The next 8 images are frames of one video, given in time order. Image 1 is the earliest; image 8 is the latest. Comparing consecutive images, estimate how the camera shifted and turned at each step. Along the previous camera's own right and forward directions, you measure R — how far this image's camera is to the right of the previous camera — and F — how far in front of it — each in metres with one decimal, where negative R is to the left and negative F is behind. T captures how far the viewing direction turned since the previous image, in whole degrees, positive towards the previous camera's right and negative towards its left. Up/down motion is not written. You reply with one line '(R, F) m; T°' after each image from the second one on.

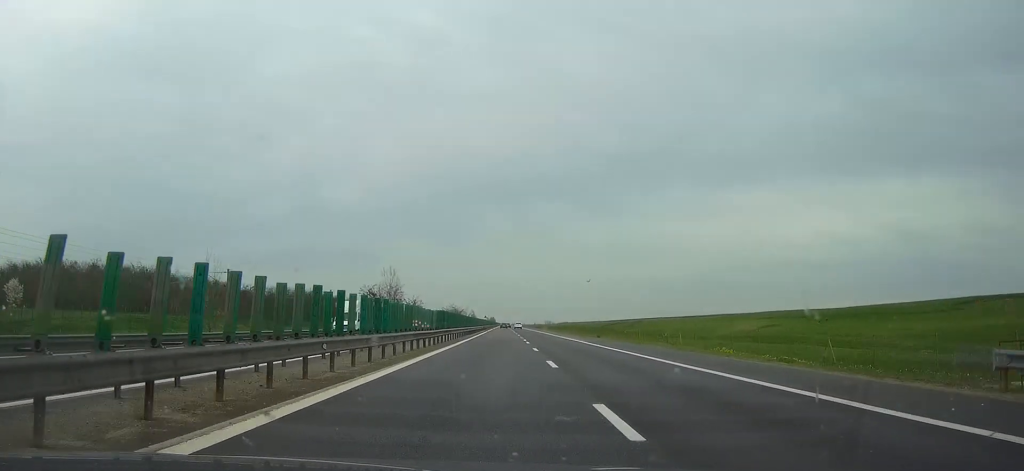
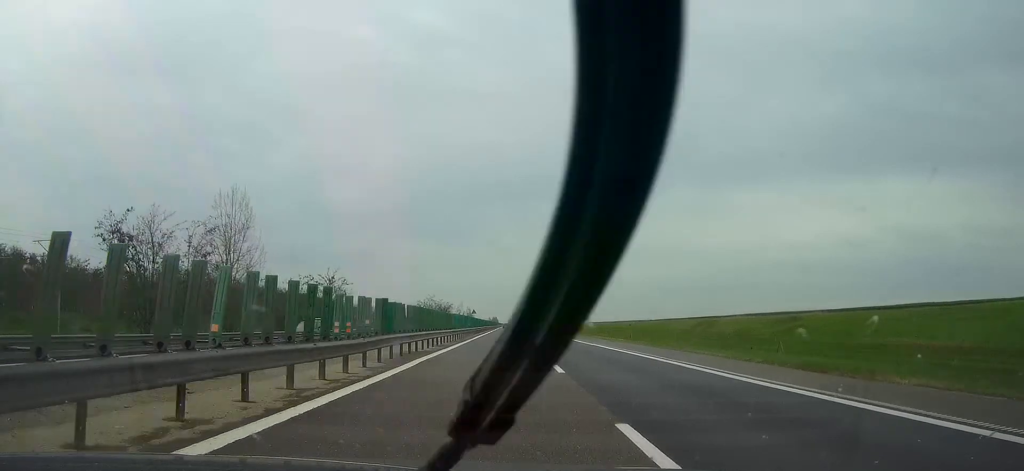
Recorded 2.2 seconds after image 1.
(+0.1, +89.6) m; 0°
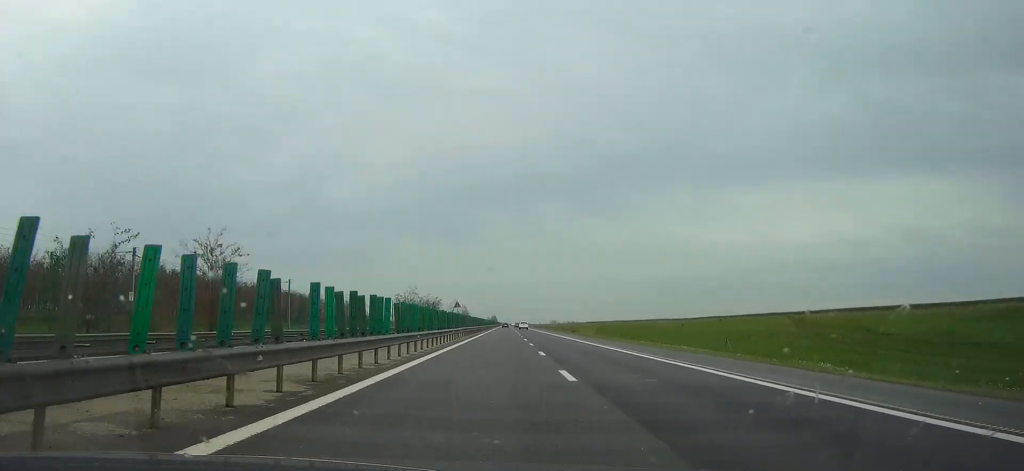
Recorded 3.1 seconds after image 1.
(0.0, +38.7) m; 0°
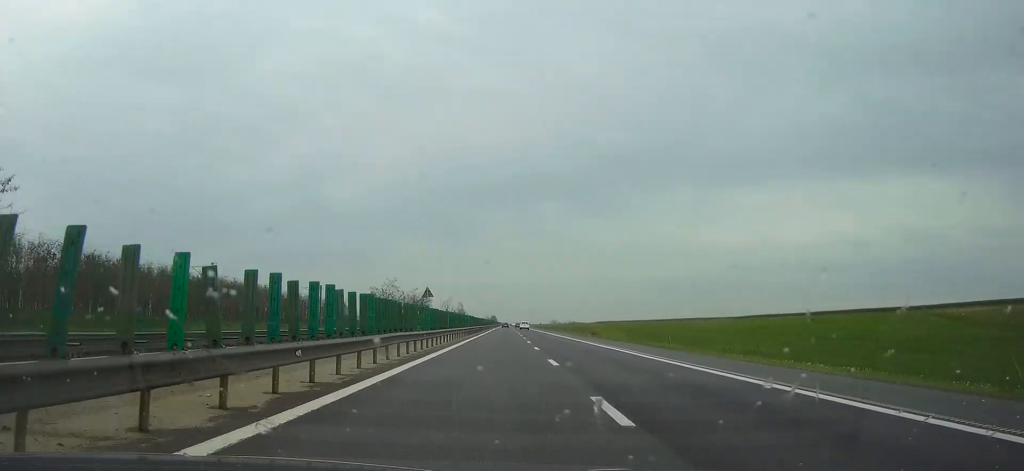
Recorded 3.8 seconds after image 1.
(0.0, +30.4) m; 0°
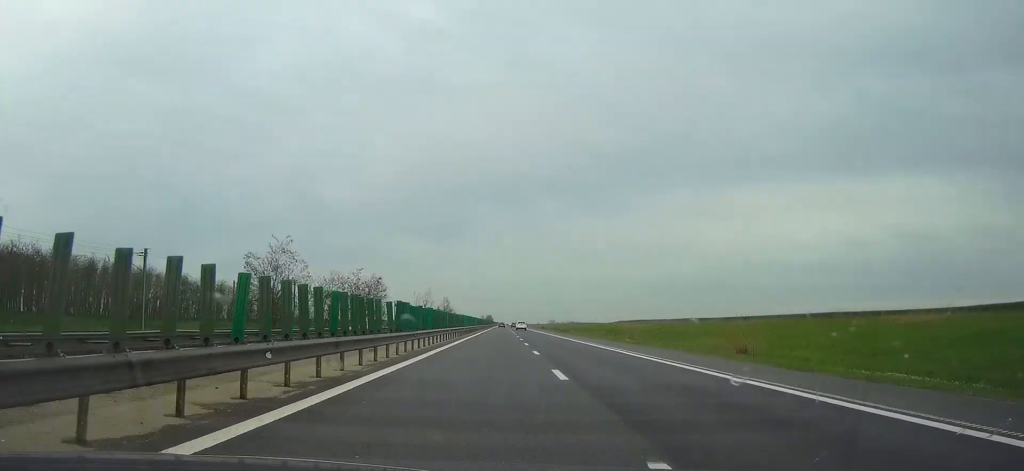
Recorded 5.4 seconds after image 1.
(+0.1, +65.1) m; 0°
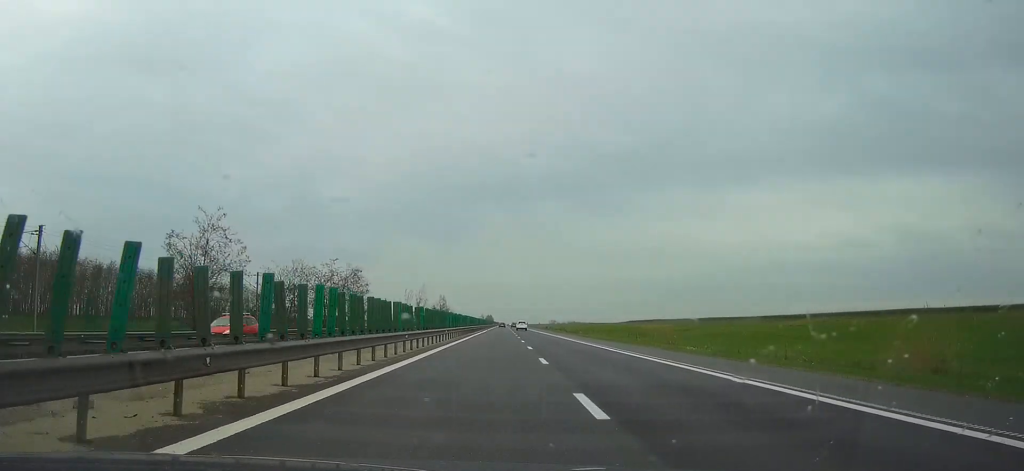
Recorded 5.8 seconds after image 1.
(0.0, +18.0) m; 0°
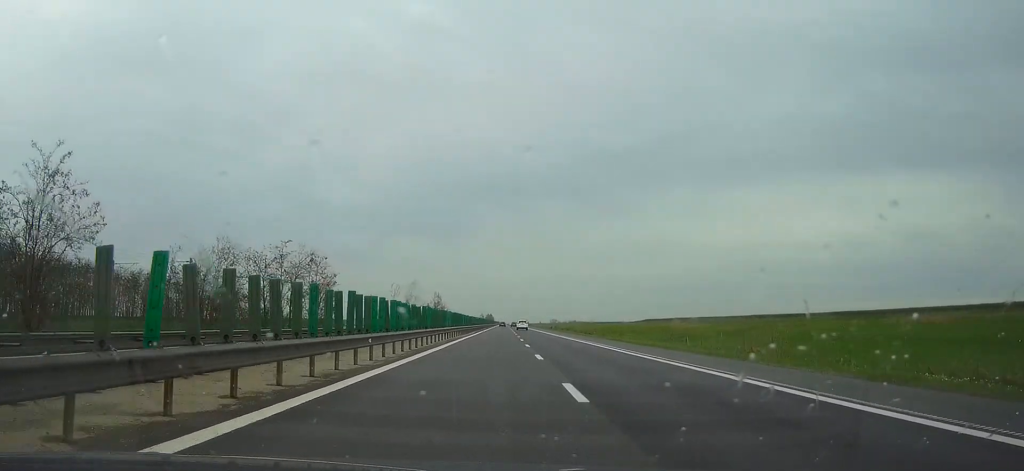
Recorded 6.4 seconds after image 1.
(+0.1, +22.1) m; 0°
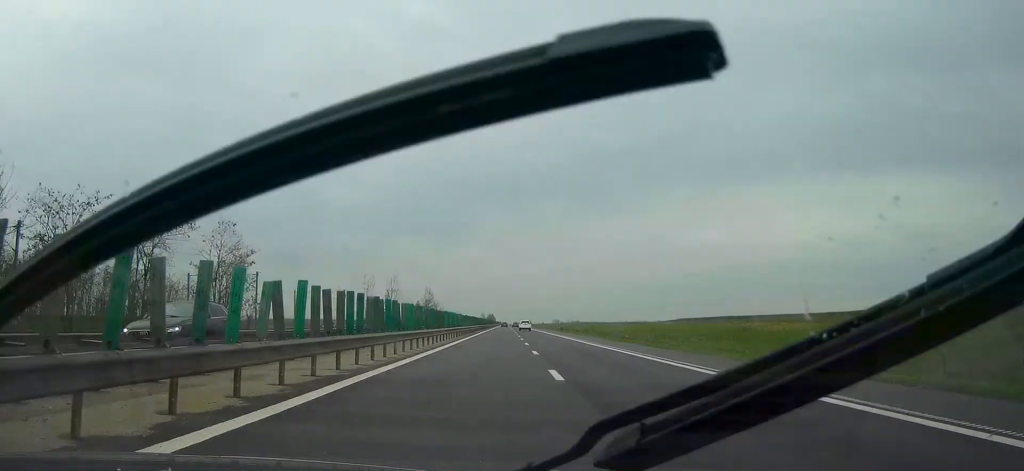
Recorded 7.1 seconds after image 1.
(0.0, +31.6) m; 0°
